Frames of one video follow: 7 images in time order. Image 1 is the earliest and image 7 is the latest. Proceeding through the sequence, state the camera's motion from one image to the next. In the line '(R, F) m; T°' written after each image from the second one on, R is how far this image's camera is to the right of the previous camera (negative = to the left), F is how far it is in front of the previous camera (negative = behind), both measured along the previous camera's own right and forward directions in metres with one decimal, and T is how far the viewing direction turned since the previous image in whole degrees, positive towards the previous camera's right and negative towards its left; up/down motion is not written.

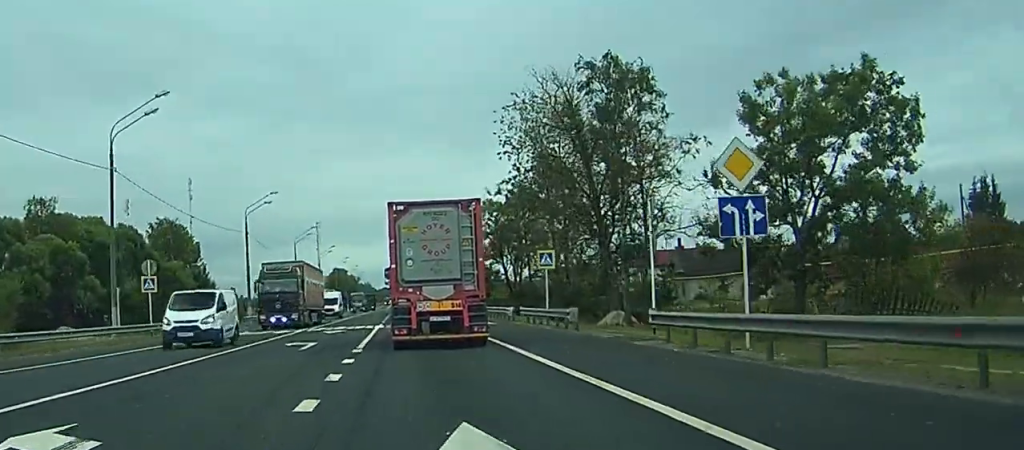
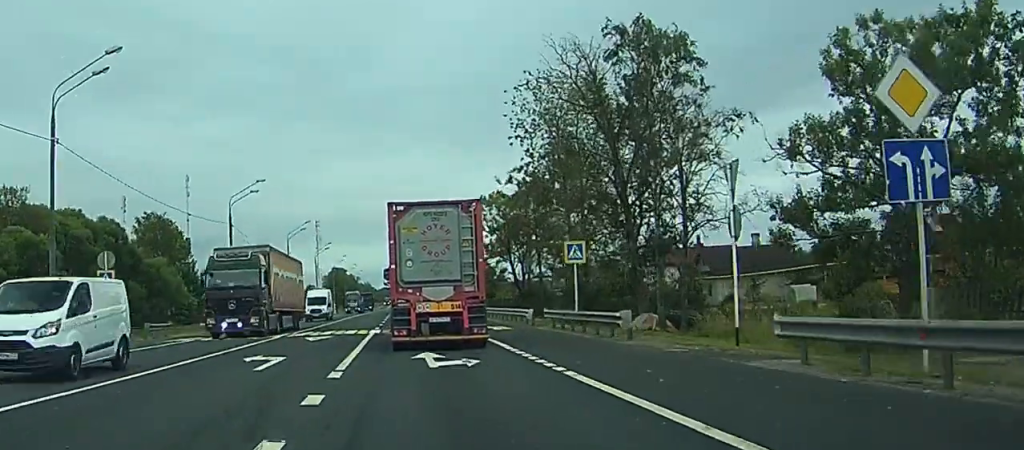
(+0.1, +6.8) m; -1°
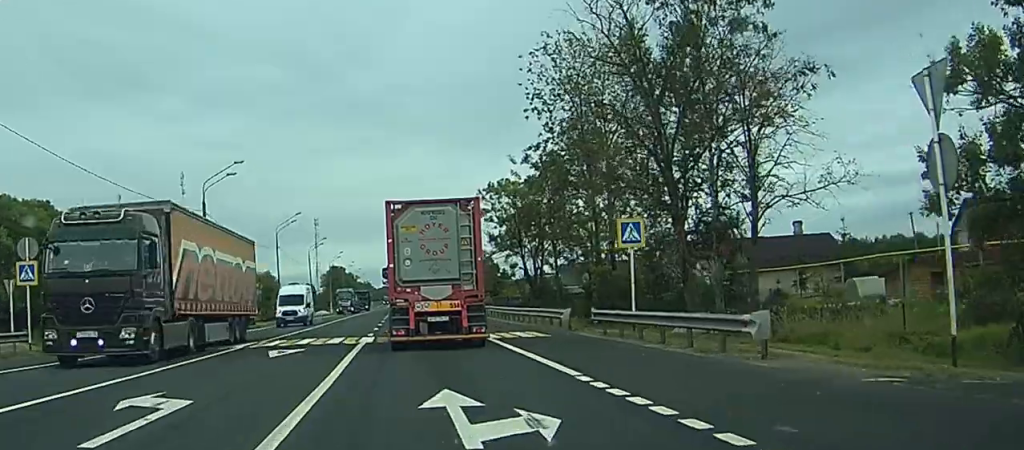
(+0.3, +8.5) m; -1°
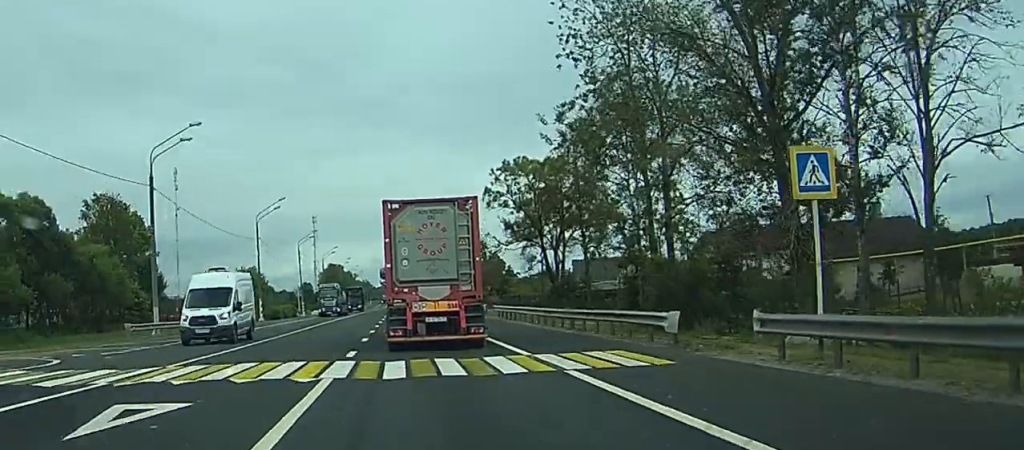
(-0.4, +11.6) m; -3°
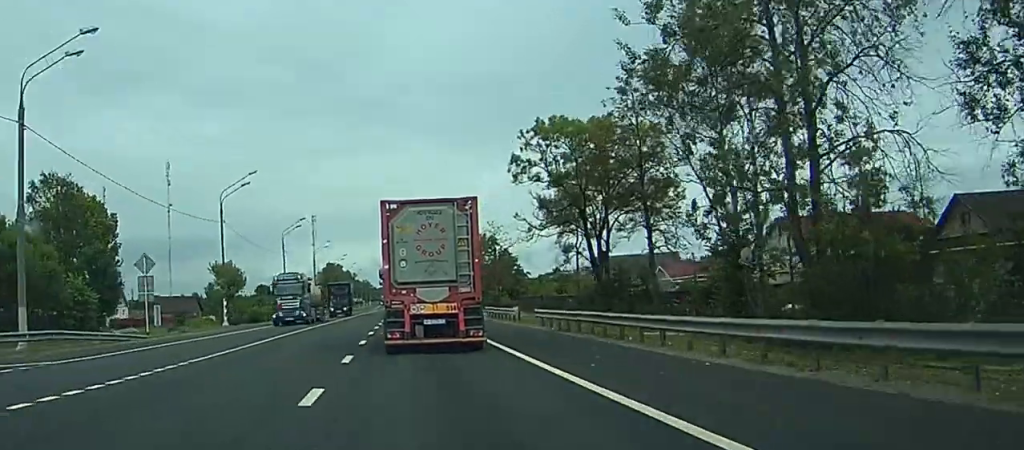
(-0.6, +15.6) m; 0°
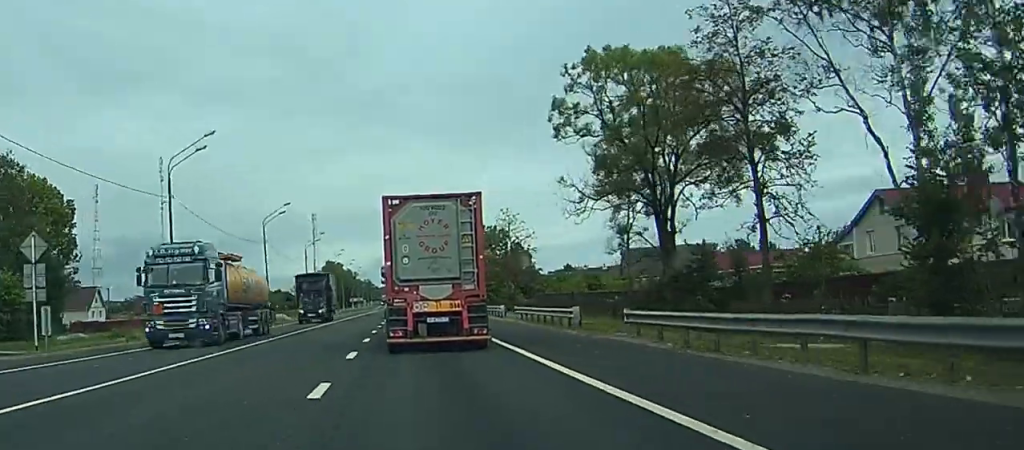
(+0.3, +15.2) m; +3°
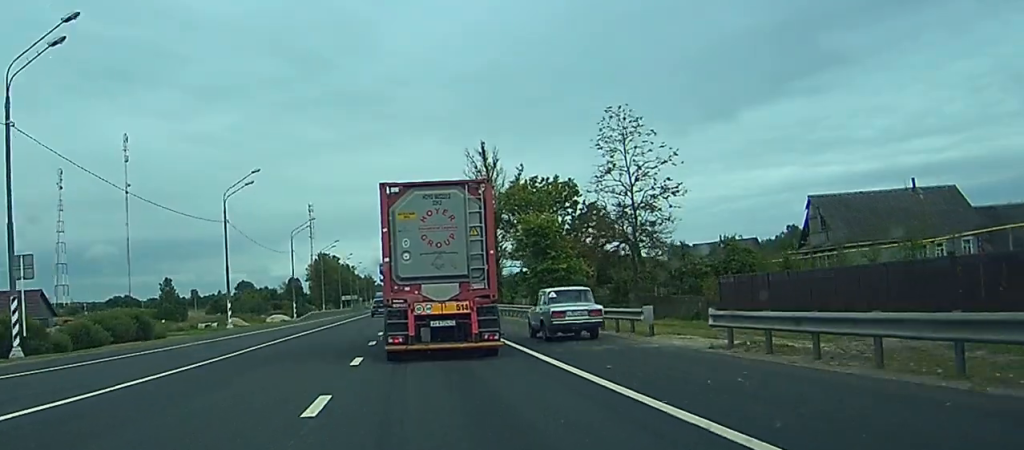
(+0.5, +64.6) m; -1°
